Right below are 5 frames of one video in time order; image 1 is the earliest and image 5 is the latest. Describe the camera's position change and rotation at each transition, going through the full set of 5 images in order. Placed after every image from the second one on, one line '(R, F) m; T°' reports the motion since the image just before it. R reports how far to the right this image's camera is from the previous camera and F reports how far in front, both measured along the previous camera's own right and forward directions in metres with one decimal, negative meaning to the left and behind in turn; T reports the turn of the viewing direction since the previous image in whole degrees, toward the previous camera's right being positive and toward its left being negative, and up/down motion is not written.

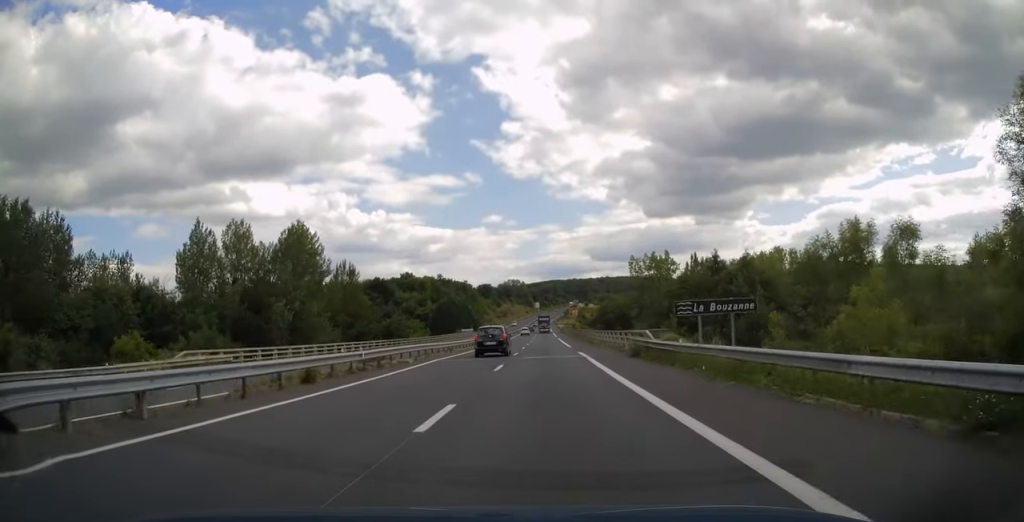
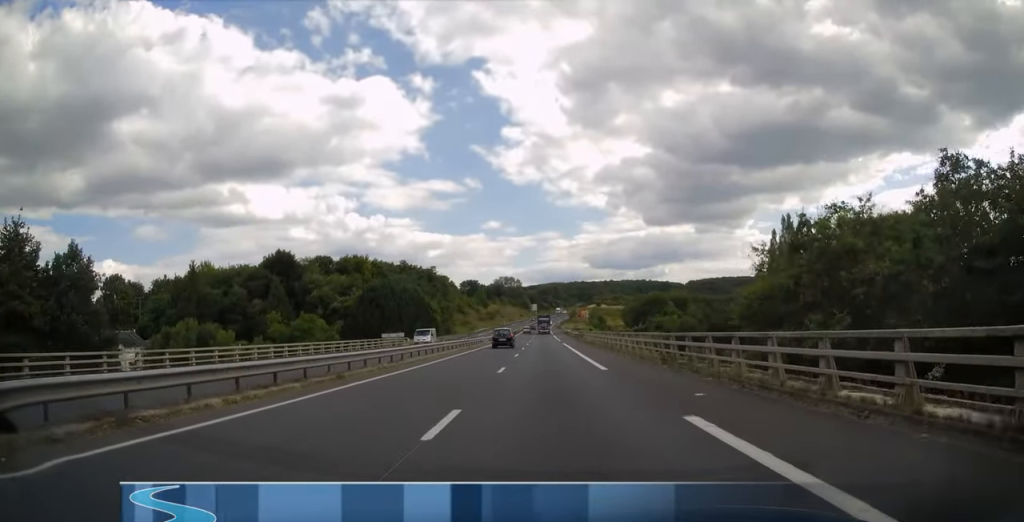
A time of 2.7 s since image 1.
(-0.1, +77.3) m; 0°
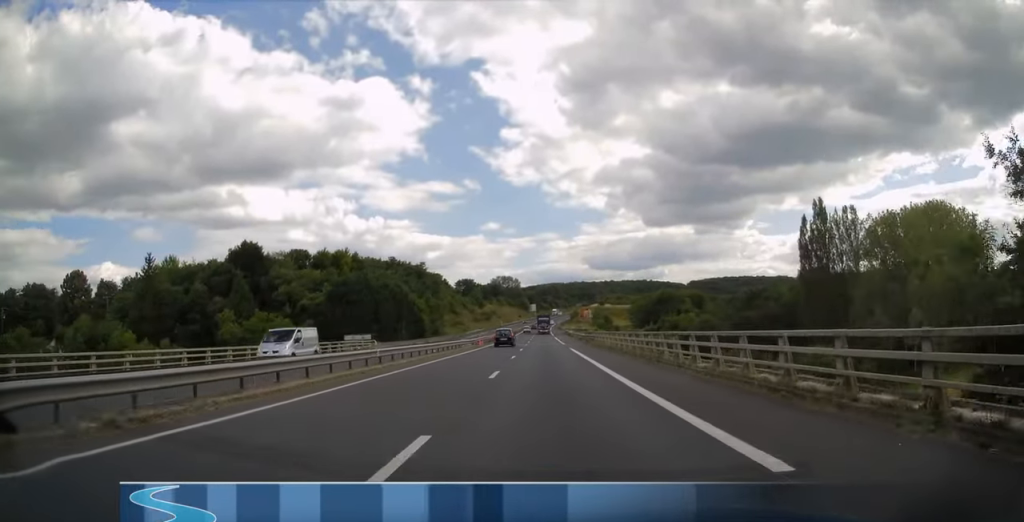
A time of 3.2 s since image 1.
(0.0, +15.5) m; 0°
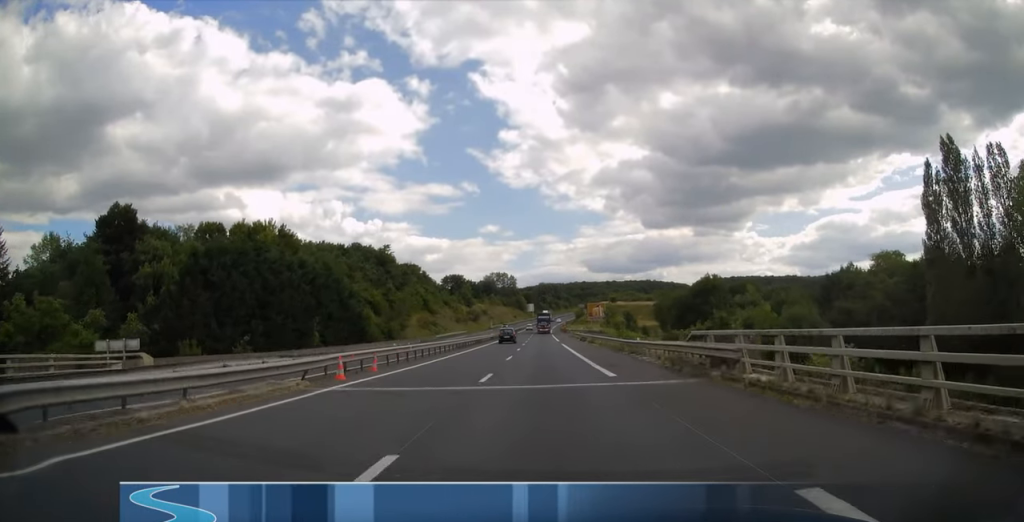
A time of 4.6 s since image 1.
(0.0, +39.7) m; 0°
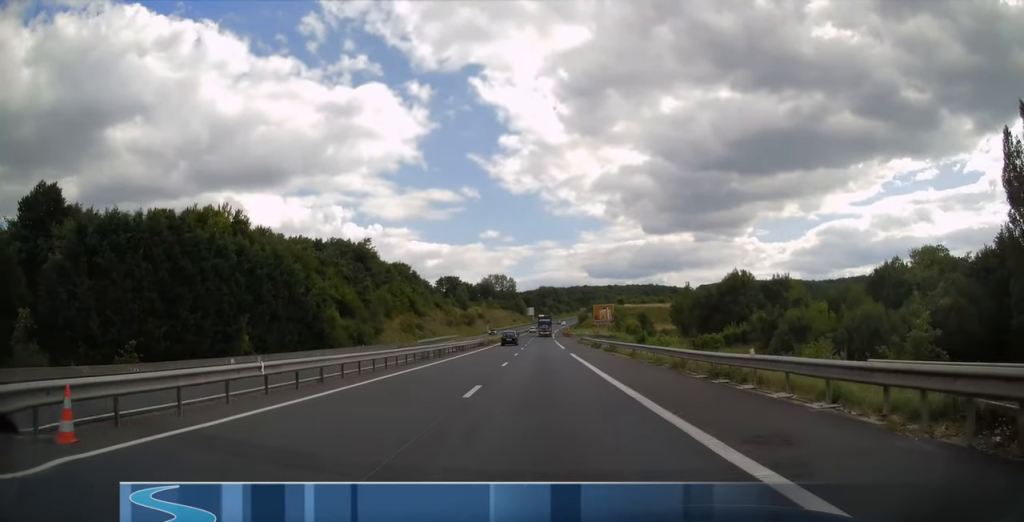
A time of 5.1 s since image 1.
(0.0, +16.0) m; 0°
